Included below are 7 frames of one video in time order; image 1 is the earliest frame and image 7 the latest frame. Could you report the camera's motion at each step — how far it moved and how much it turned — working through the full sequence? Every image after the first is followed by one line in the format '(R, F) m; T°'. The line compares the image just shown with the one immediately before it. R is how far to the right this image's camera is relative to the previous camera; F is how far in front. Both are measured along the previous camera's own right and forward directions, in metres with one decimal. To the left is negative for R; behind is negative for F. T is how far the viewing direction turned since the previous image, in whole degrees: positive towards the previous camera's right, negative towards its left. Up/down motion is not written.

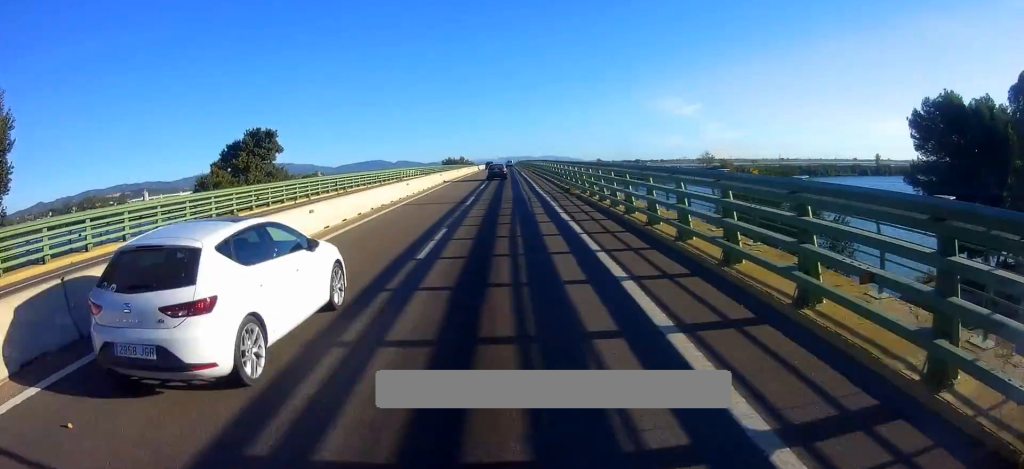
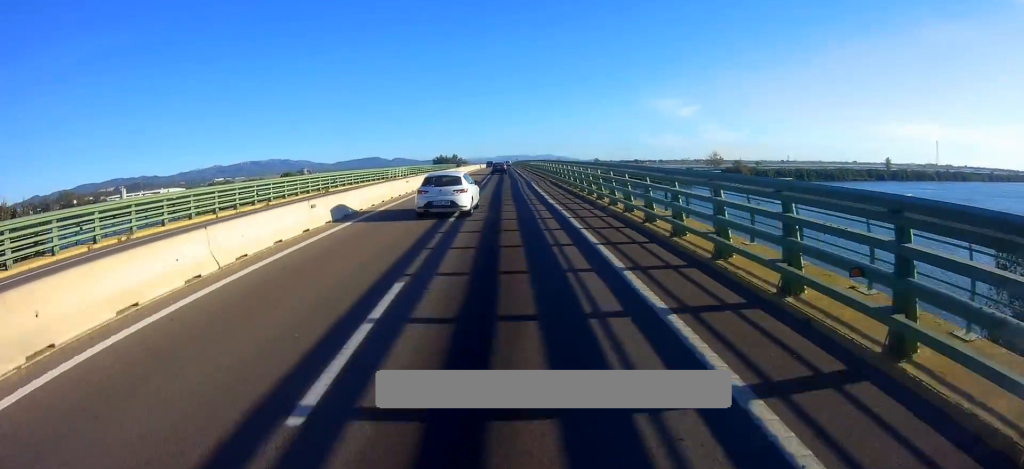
(0.0, +31.5) m; +1°
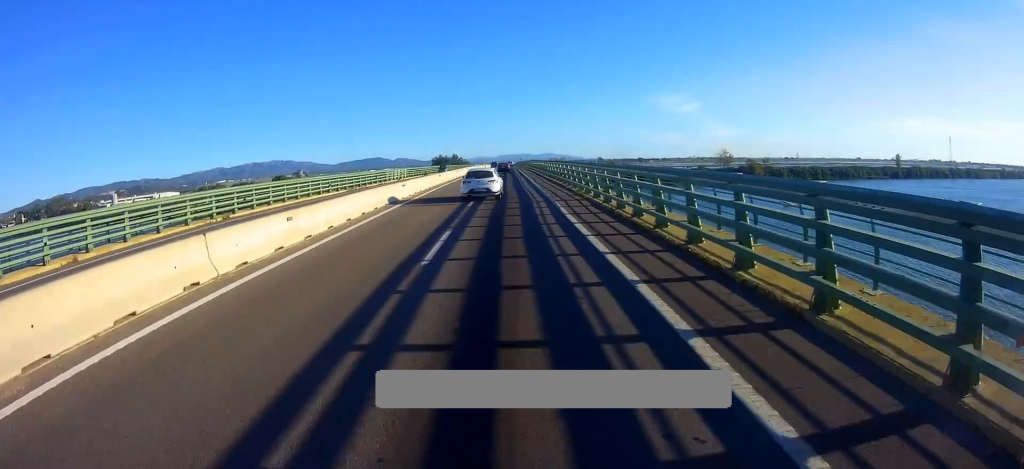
(+0.5, +17.9) m; -1°
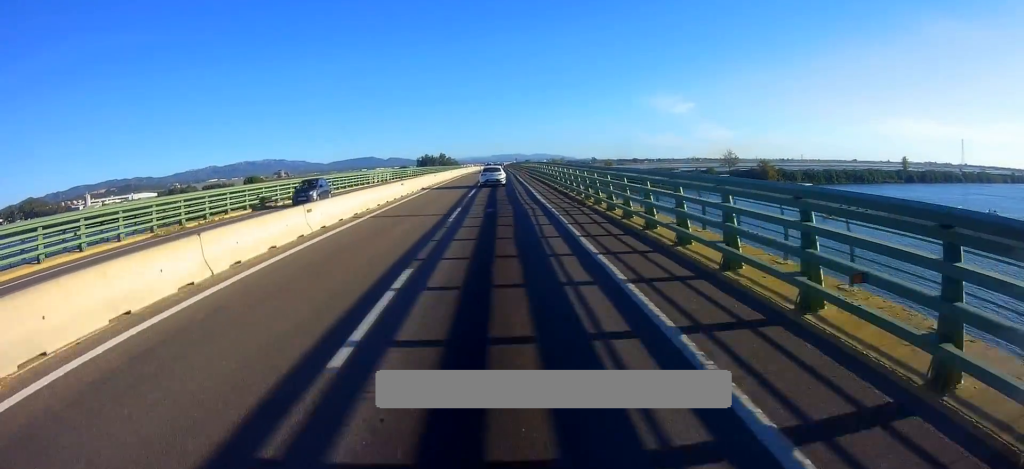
(-0.5, +30.1) m; +1°
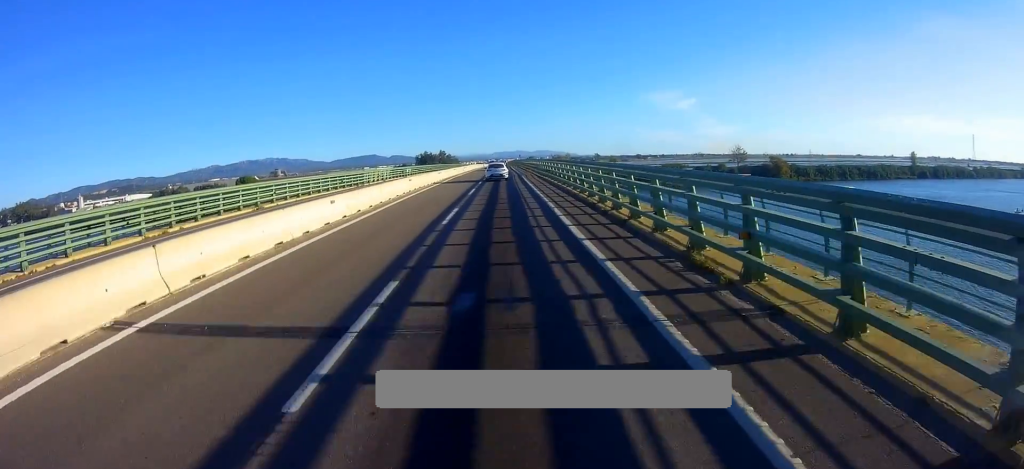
(+0.3, +13.3) m; +1°
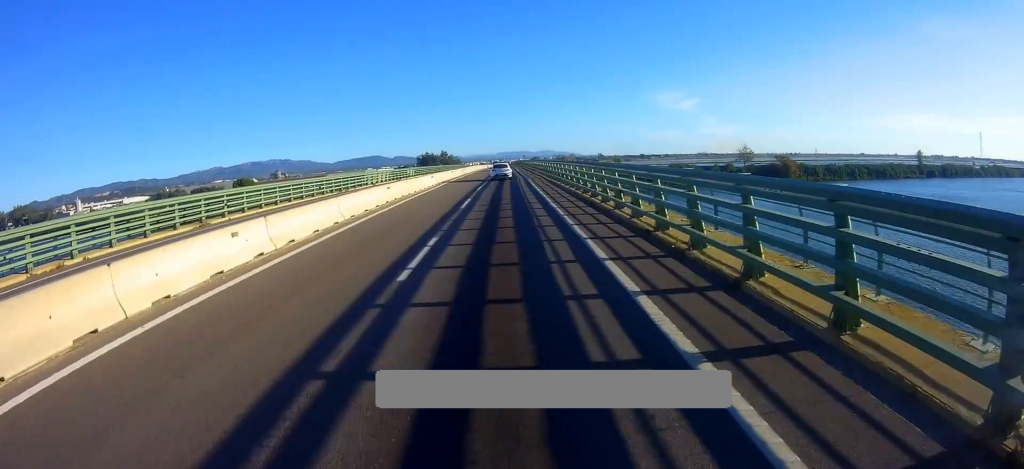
(-0.1, +7.5) m; -1°
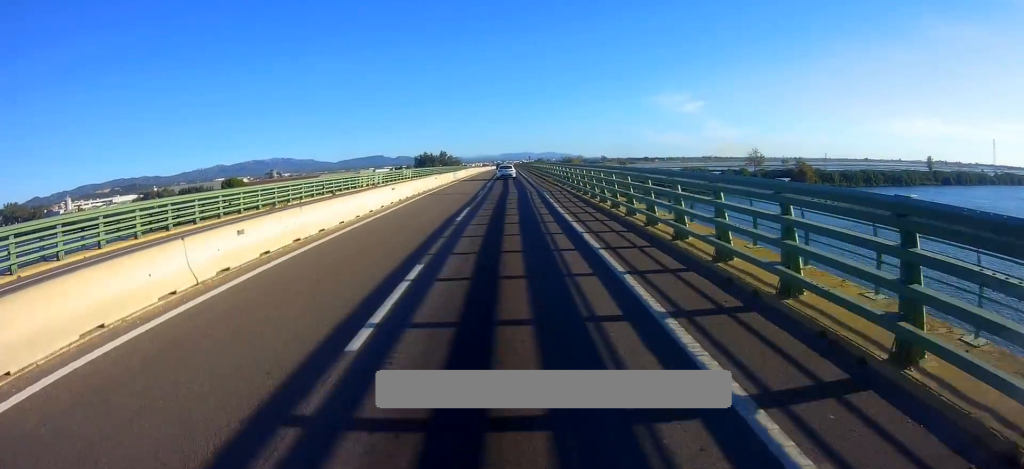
(-0.1, +16.4) m; -1°
